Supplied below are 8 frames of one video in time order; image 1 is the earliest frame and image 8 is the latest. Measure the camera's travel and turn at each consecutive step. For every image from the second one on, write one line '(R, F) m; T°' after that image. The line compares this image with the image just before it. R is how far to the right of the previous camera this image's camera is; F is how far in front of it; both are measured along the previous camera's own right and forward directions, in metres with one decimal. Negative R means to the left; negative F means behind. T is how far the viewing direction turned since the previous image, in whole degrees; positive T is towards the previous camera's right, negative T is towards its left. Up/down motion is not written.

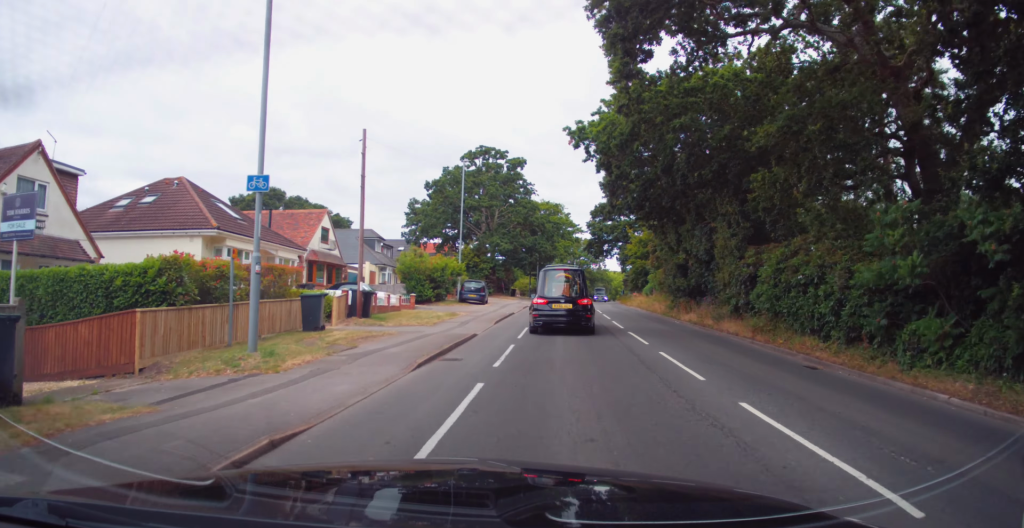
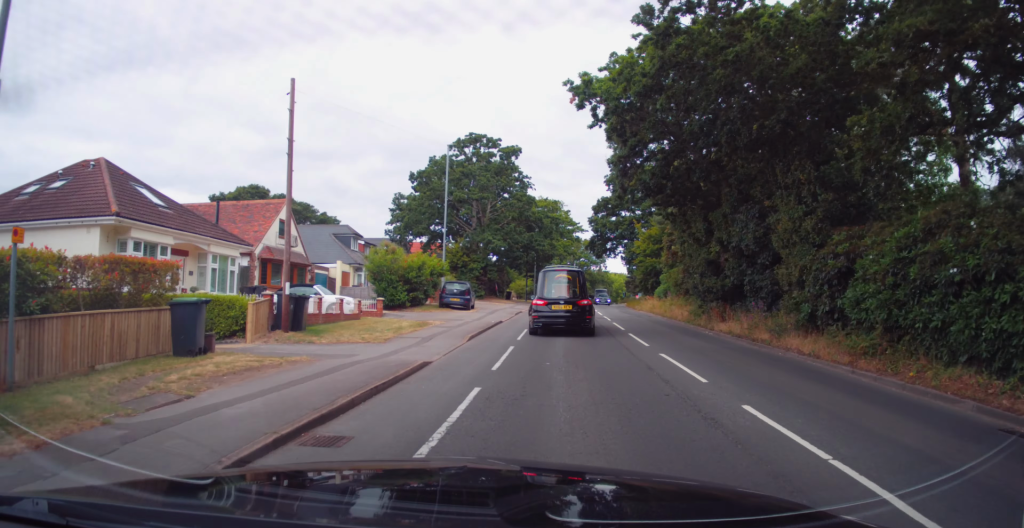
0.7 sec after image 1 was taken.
(0.0, +6.1) m; +2°
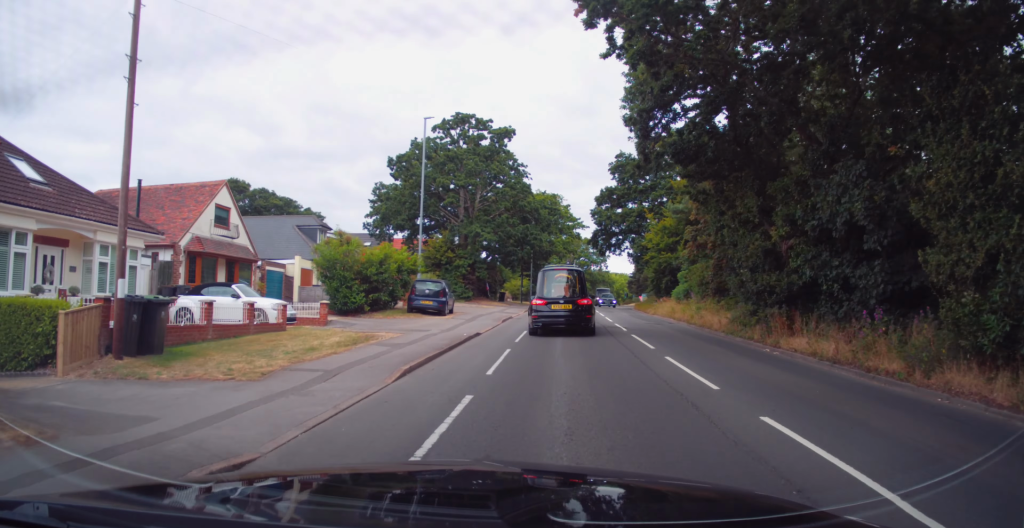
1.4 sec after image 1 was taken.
(+0.1, +6.7) m; +2°
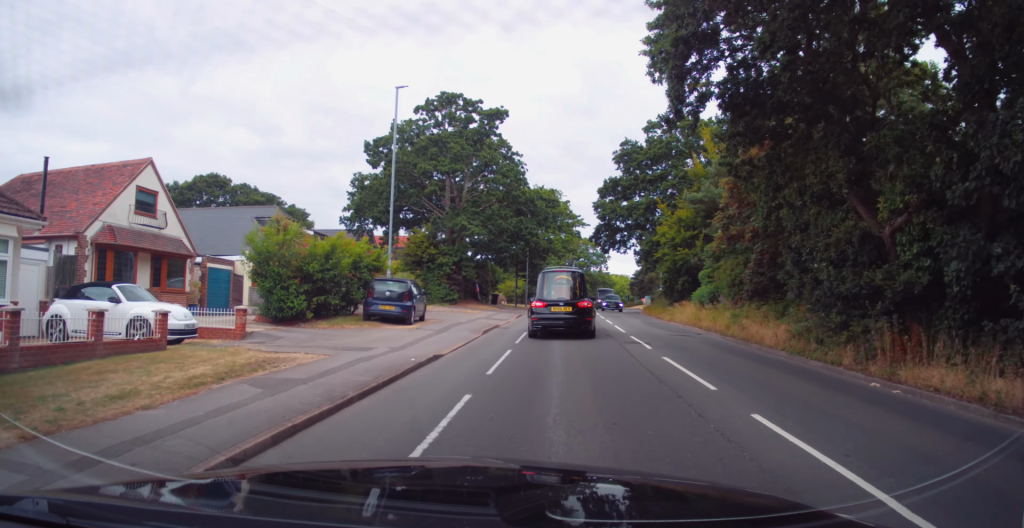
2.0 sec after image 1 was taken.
(+0.4, +5.8) m; 0°
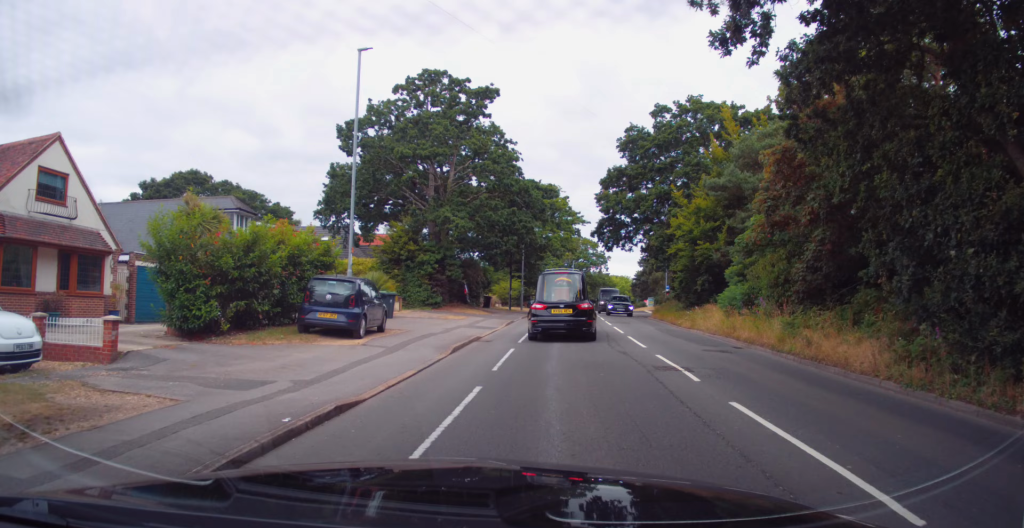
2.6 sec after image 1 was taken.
(-0.2, +5.2) m; -1°
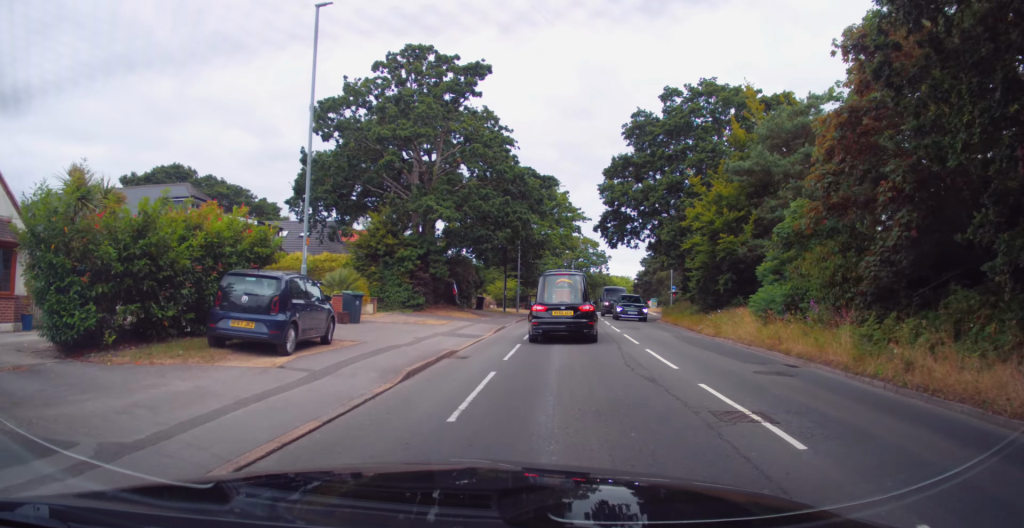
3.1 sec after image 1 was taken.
(-0.2, +4.2) m; -1°
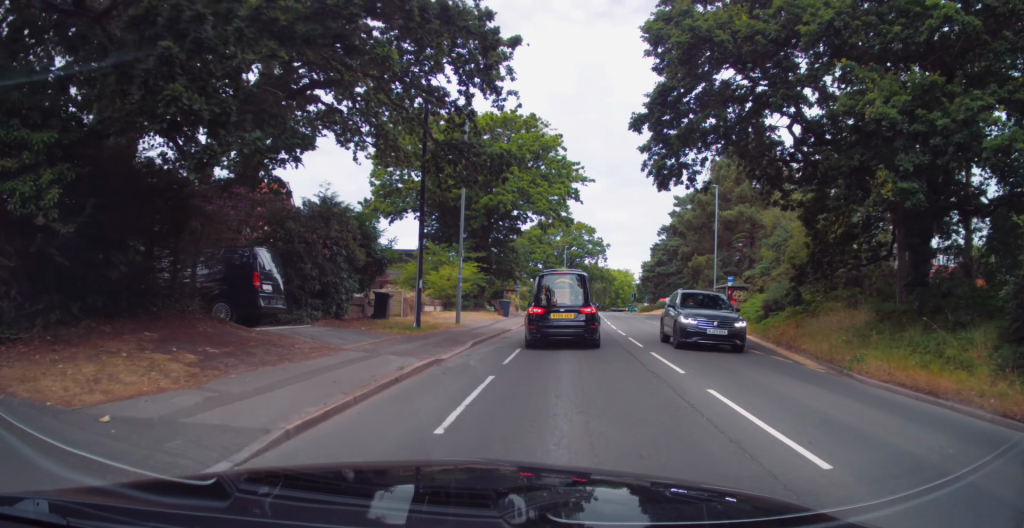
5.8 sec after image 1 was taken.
(-0.3, +24.3) m; +2°
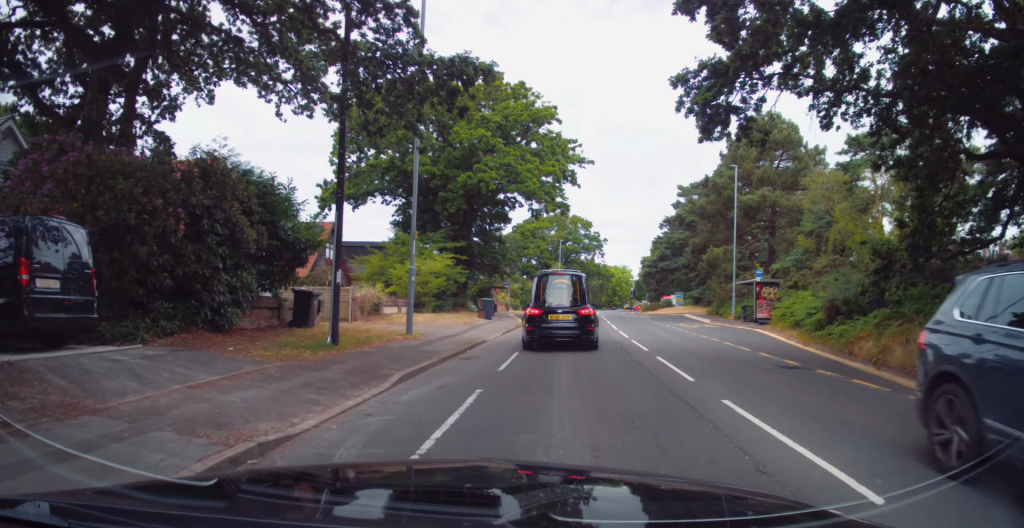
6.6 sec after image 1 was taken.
(+0.1, +7.0) m; 0°
